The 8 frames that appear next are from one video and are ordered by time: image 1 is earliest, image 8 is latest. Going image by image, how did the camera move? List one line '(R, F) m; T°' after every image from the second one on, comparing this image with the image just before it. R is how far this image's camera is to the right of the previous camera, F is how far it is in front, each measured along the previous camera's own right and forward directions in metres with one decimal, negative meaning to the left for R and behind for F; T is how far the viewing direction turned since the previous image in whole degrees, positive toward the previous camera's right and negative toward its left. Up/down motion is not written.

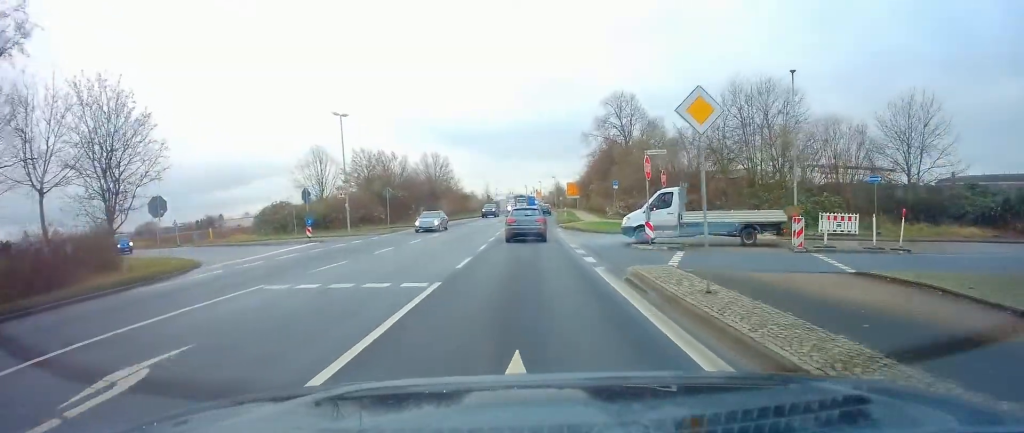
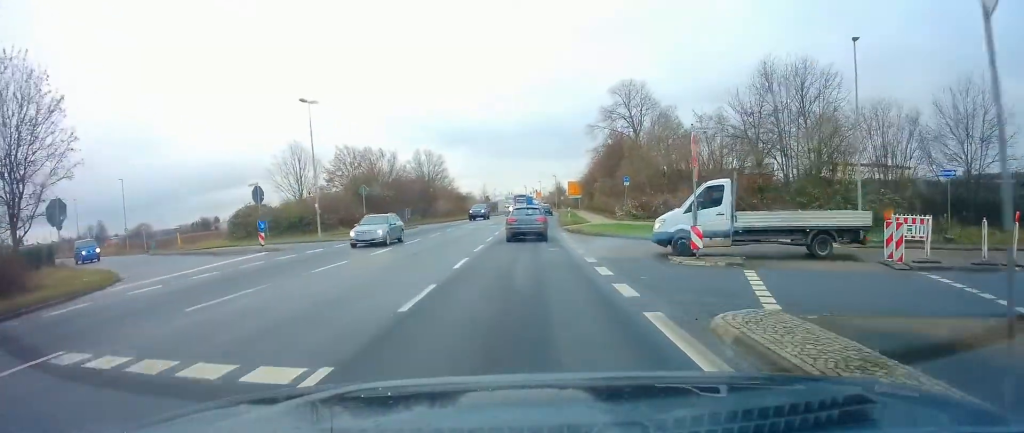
(+0.2, +6.2) m; 0°
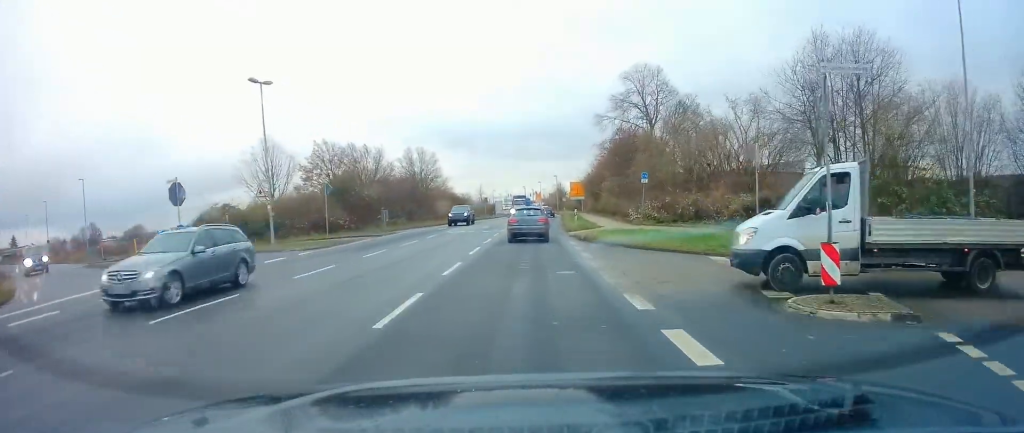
(0.0, +7.1) m; 0°
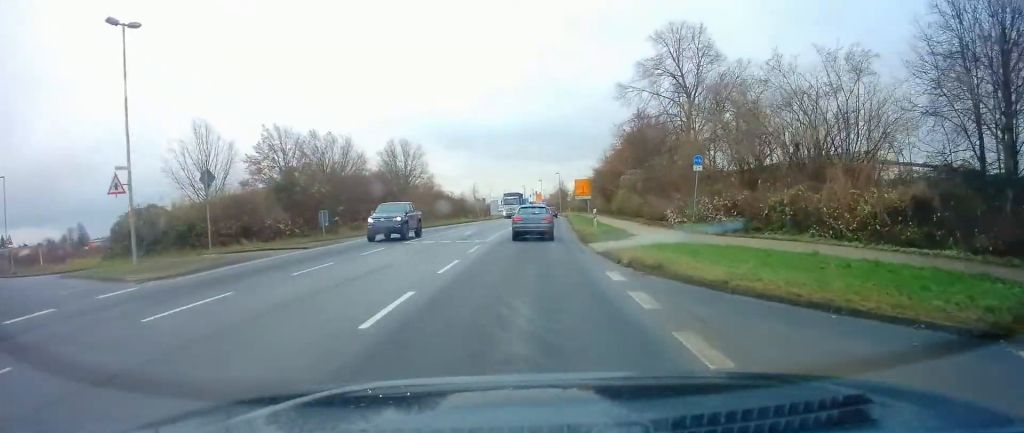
(-0.2, +12.1) m; -1°
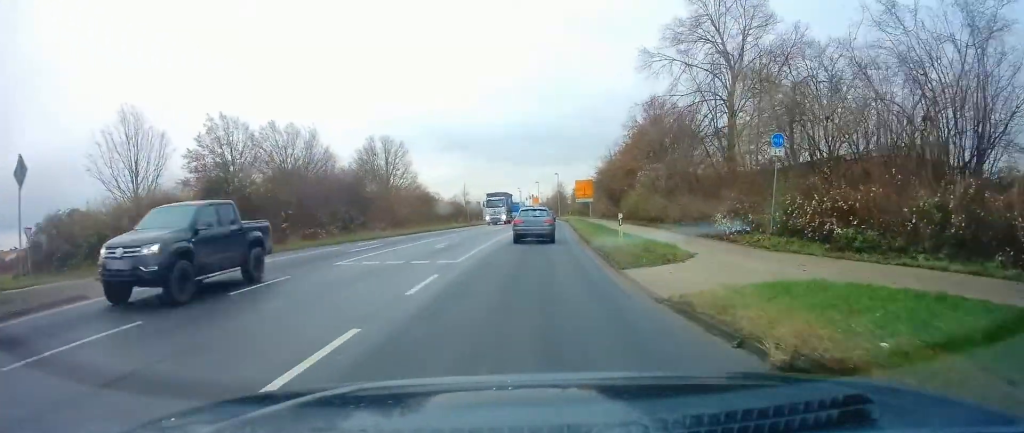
(-0.1, +8.8) m; +1°
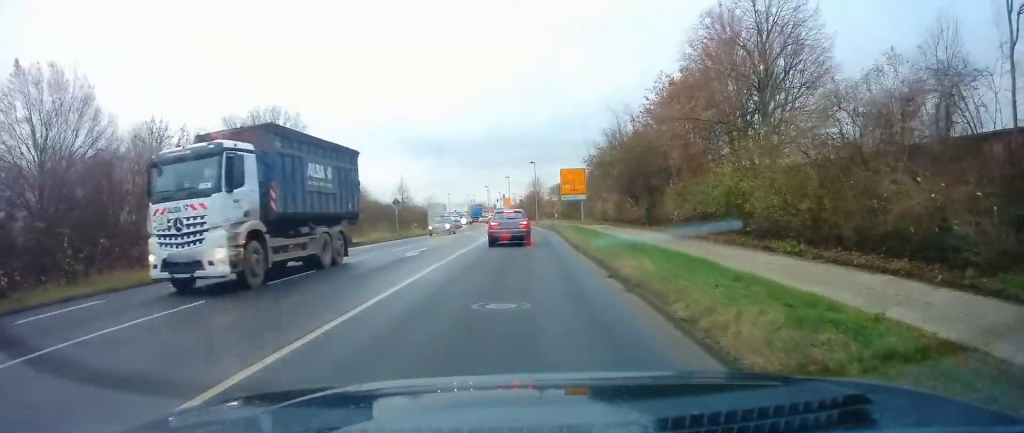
(+1.3, +26.4) m; +4°
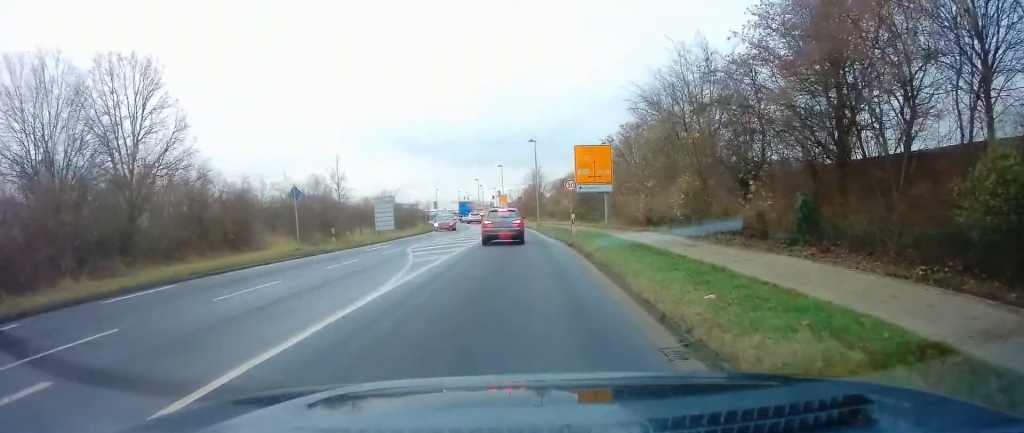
(-0.4, +20.4) m; -2°
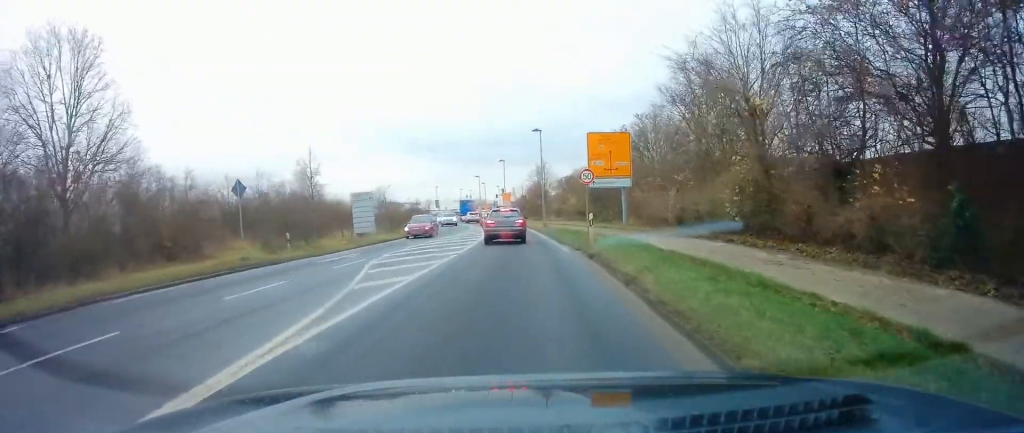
(-0.1, +6.1) m; 0°
